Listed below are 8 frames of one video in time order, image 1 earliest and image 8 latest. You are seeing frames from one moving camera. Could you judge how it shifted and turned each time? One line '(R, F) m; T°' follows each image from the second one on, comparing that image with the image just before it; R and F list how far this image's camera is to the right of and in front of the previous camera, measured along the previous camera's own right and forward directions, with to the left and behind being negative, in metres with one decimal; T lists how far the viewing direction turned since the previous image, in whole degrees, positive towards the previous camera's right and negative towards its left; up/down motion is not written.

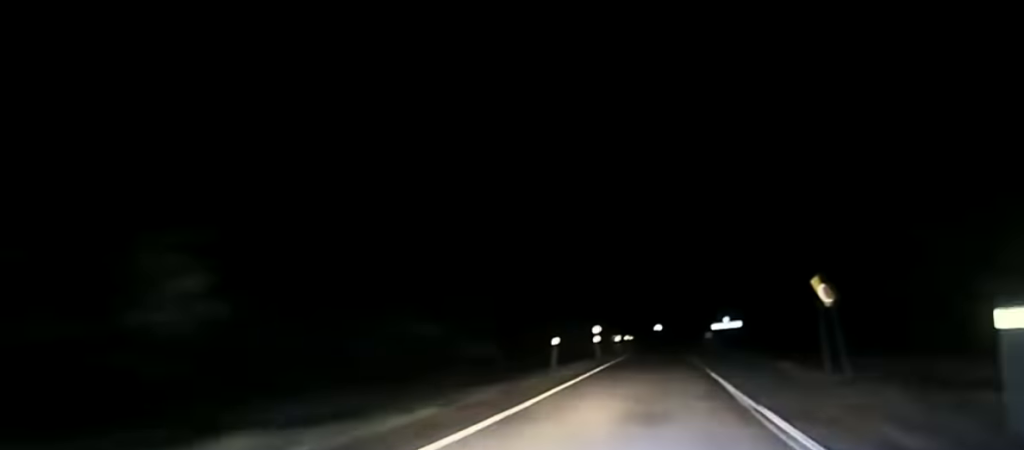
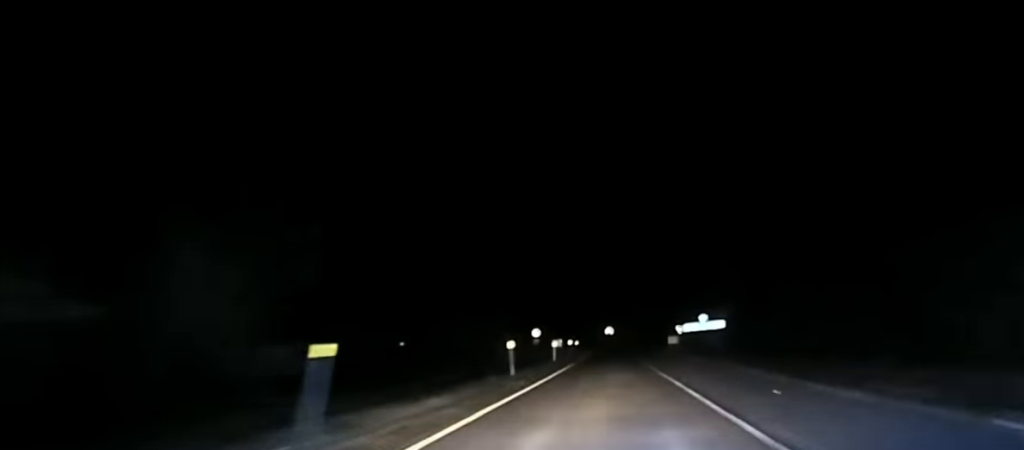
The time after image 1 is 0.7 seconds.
(+0.8, +26.5) m; +2°
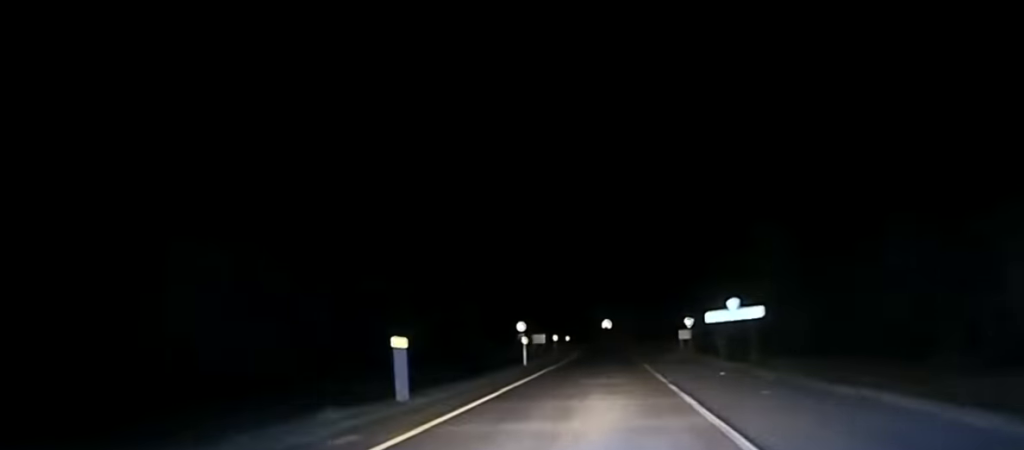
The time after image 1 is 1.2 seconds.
(+0.1, +20.6) m; 0°
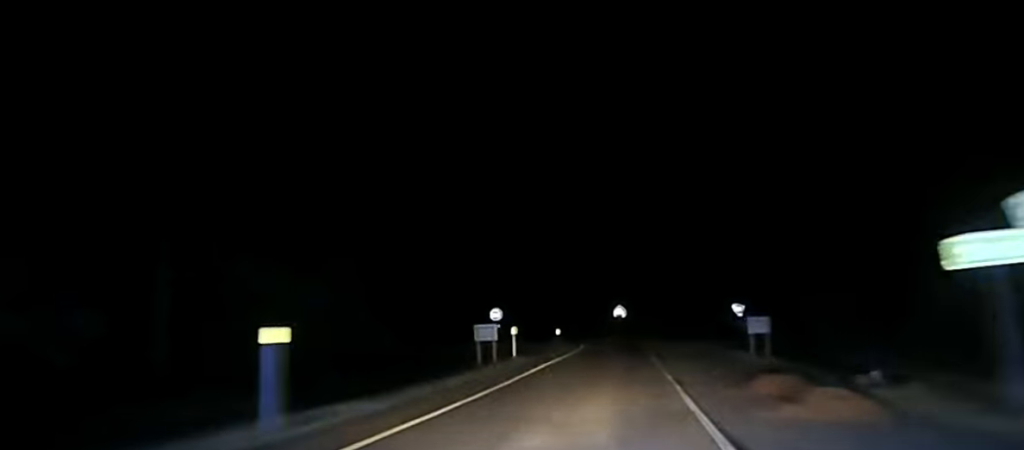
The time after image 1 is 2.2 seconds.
(+0.1, +37.5) m; -1°
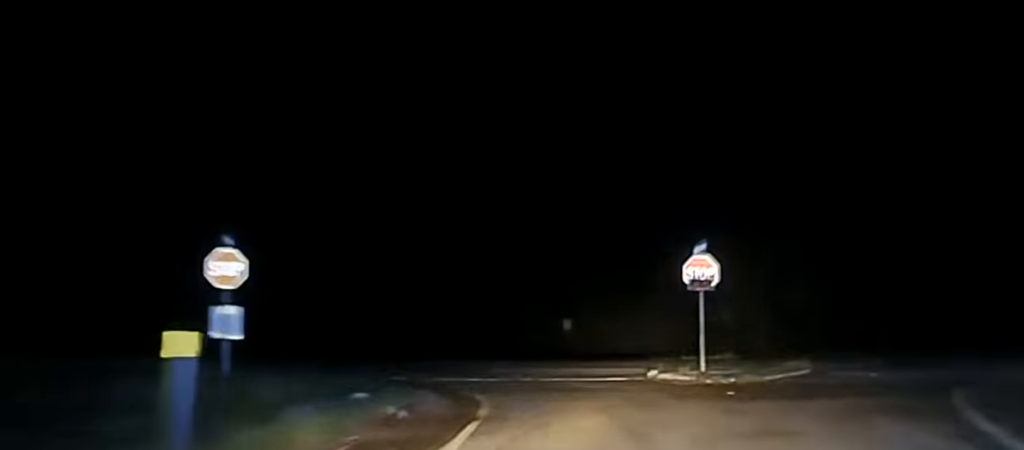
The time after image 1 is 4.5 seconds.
(-2.8, +63.7) m; -7°
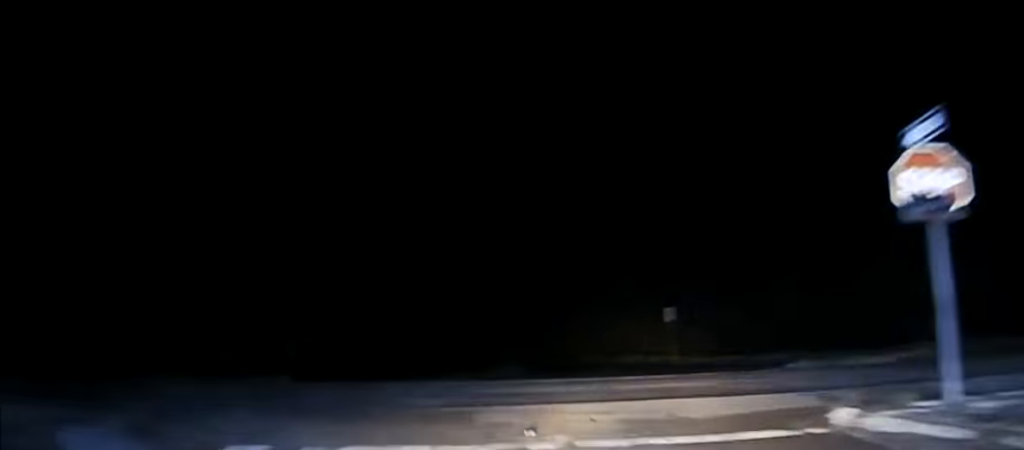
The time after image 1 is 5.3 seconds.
(-0.5, +12.7) m; -11°
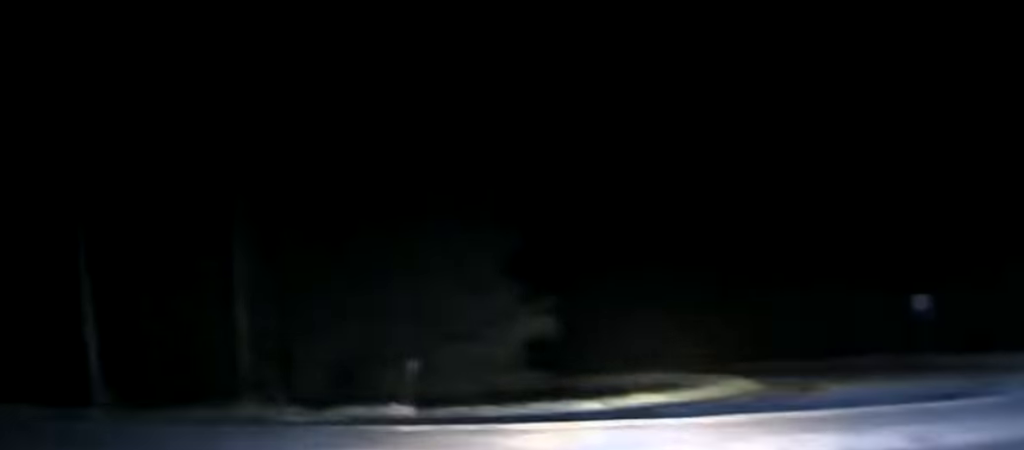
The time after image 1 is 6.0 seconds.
(-1.5, +7.4) m; -24°
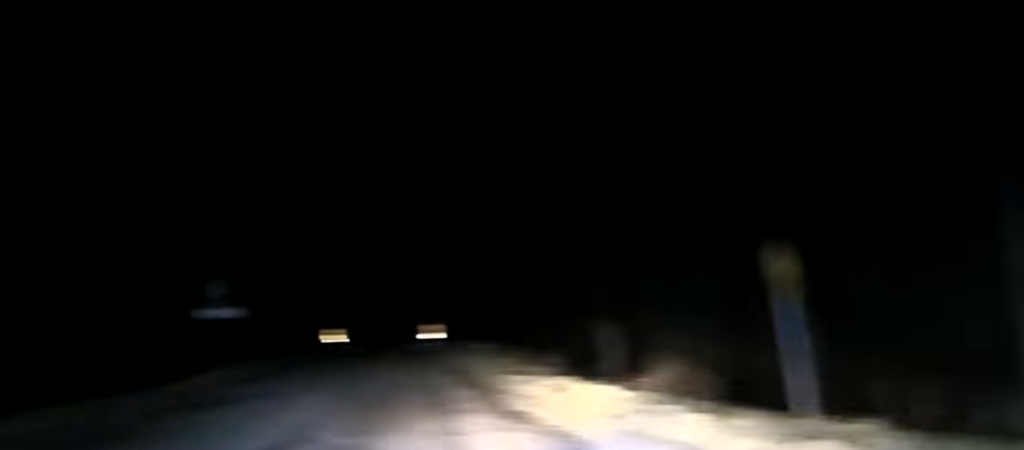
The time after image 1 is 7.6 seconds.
(-8.3, +13.5) m; -54°
